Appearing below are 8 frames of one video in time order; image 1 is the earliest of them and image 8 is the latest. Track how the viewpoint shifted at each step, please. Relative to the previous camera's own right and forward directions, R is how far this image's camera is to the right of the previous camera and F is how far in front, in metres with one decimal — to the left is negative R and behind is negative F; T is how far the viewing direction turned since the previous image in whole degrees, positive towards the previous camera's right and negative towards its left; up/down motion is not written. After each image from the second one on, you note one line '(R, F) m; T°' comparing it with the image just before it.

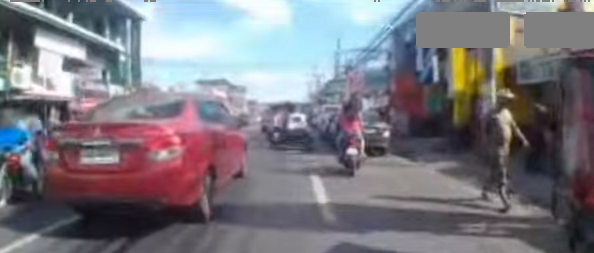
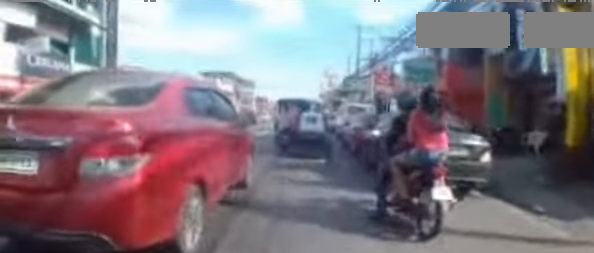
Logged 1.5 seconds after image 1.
(-0.1, +4.7) m; +4°
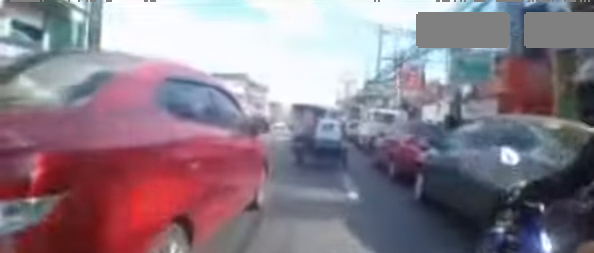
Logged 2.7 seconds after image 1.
(+0.2, +3.4) m; +4°
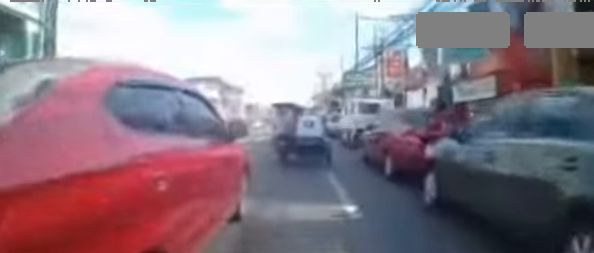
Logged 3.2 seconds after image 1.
(0.0, +1.4) m; 0°
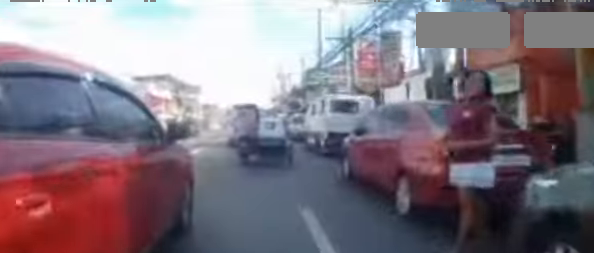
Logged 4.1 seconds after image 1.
(0.0, +2.9) m; 0°
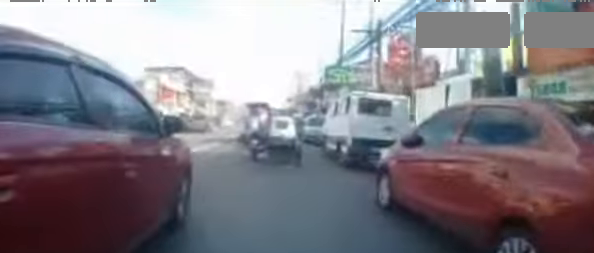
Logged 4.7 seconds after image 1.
(0.0, +1.7) m; 0°
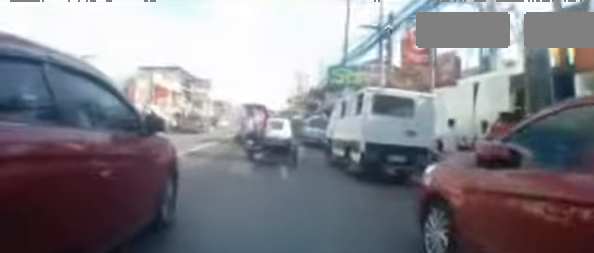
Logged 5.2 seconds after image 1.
(0.0, +1.6) m; 0°
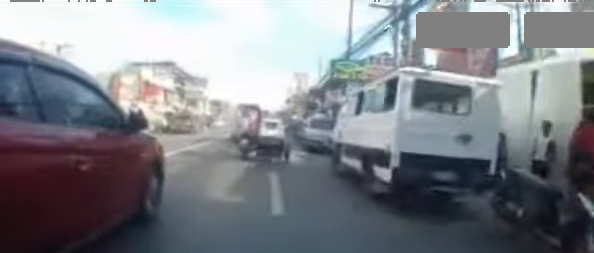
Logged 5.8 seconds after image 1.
(0.0, +2.2) m; 0°
